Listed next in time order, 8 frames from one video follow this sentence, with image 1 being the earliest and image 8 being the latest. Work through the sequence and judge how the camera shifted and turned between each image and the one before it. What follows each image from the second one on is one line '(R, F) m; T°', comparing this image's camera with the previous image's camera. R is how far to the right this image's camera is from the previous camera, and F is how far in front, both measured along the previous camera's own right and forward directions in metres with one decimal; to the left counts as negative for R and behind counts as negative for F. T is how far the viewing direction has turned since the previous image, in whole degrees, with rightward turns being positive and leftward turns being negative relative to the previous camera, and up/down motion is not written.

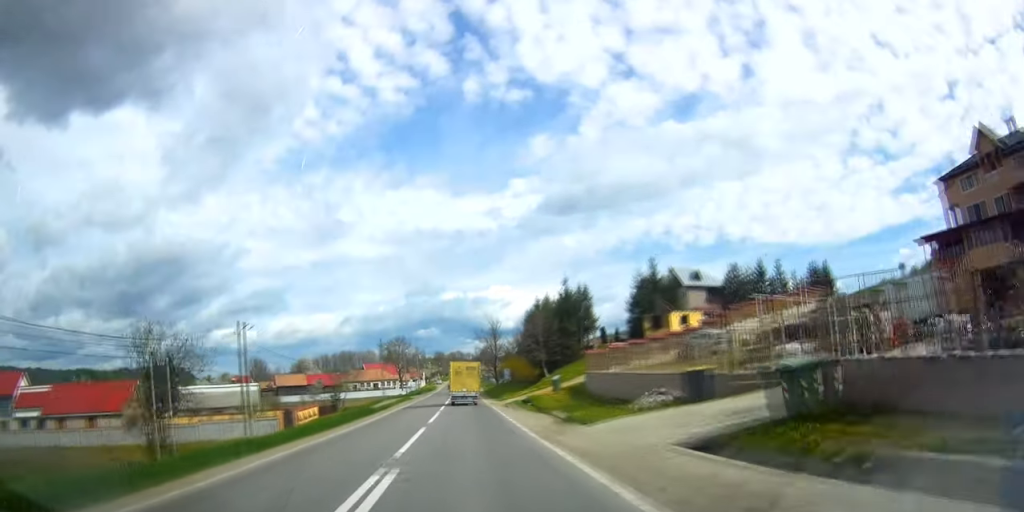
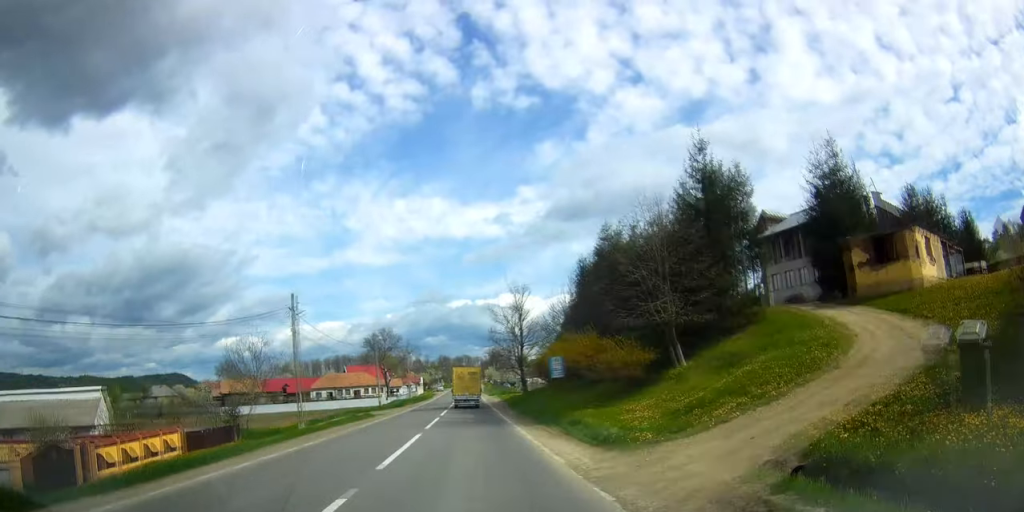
(-0.7, +37.7) m; -2°
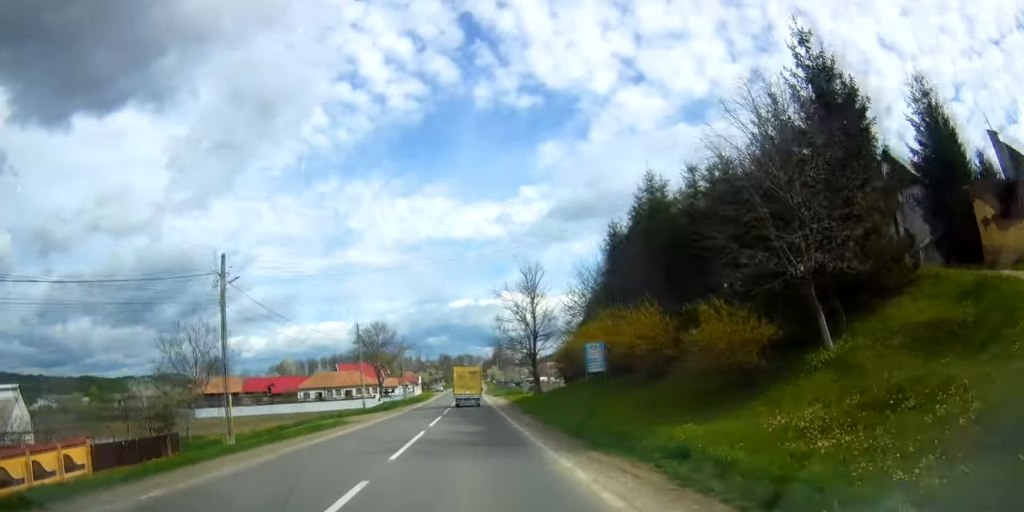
(0.0, +10.7) m; 0°
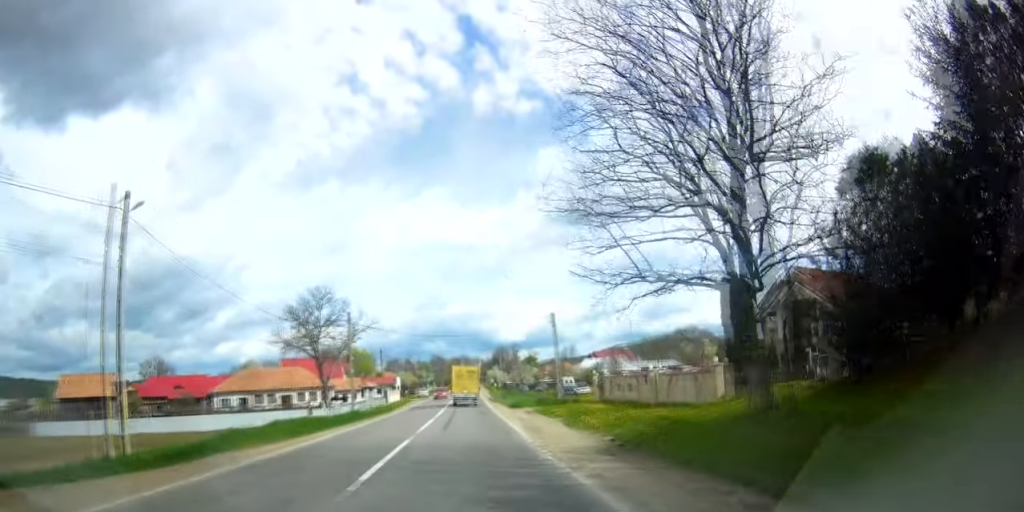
(+0.1, +37.4) m; 0°
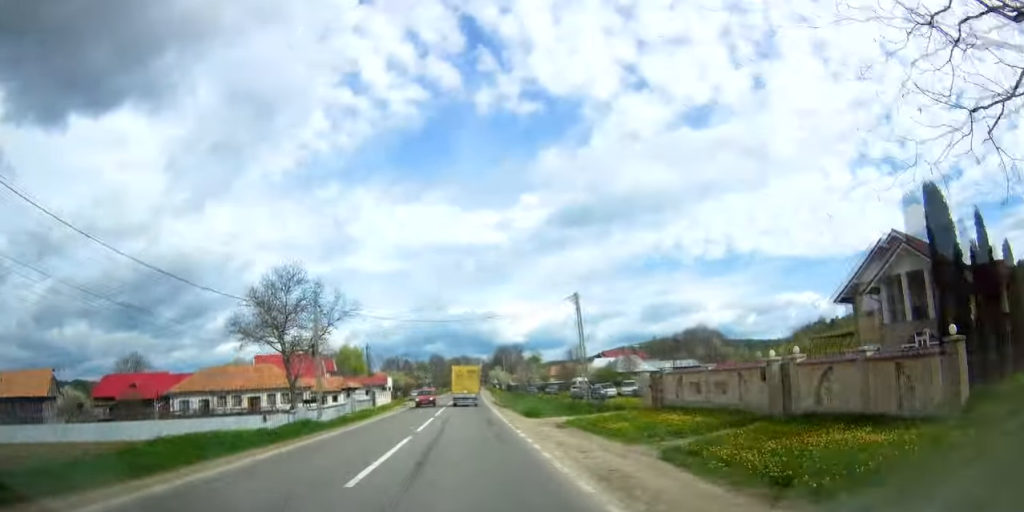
(-0.2, +12.9) m; -1°
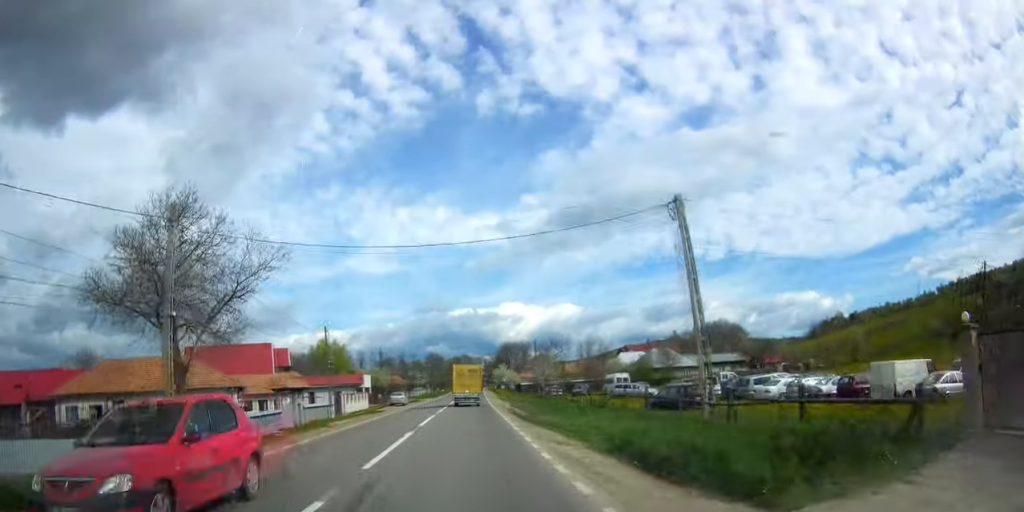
(-0.1, +21.0) m; 0°
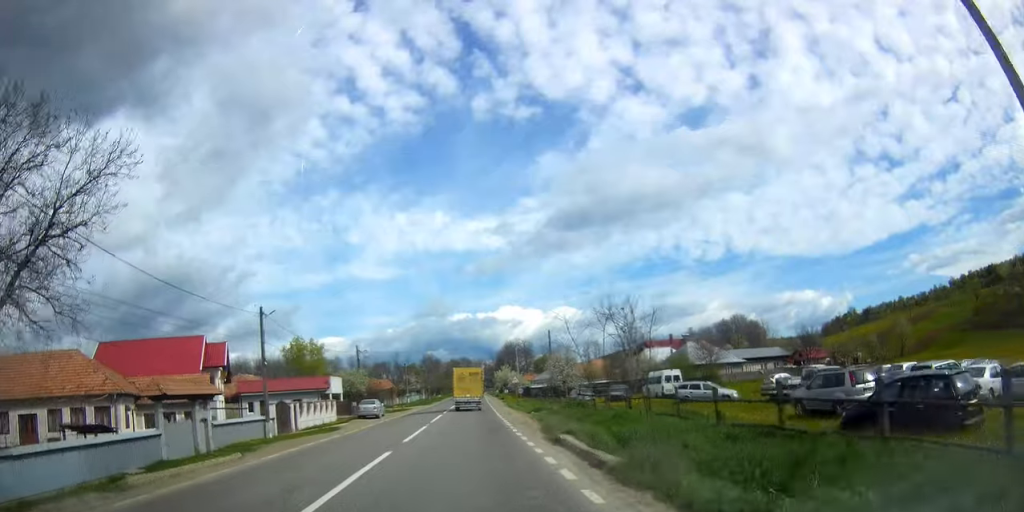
(0.0, +16.9) m; 0°
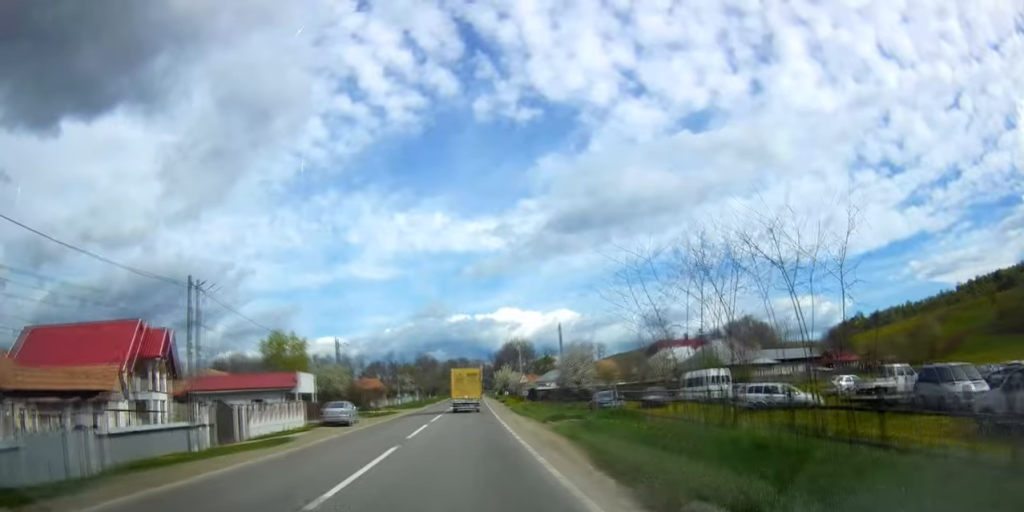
(0.0, +9.9) m; 0°
